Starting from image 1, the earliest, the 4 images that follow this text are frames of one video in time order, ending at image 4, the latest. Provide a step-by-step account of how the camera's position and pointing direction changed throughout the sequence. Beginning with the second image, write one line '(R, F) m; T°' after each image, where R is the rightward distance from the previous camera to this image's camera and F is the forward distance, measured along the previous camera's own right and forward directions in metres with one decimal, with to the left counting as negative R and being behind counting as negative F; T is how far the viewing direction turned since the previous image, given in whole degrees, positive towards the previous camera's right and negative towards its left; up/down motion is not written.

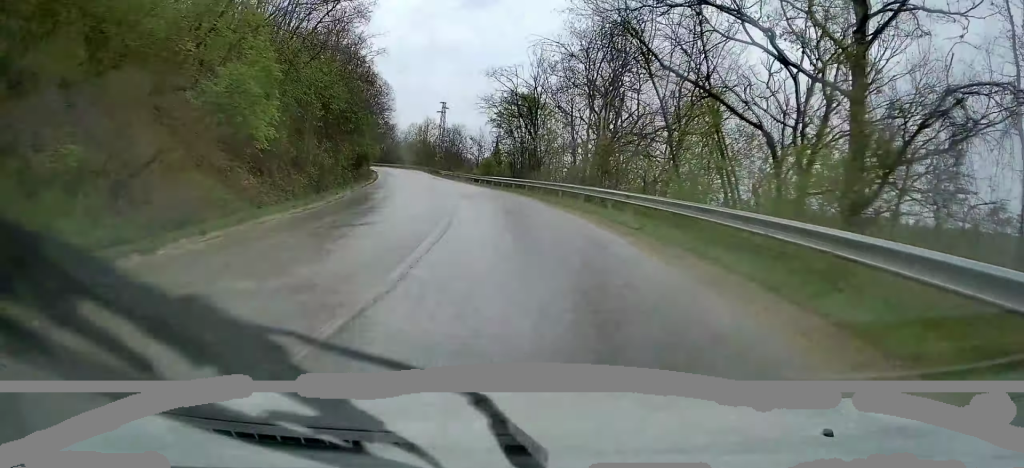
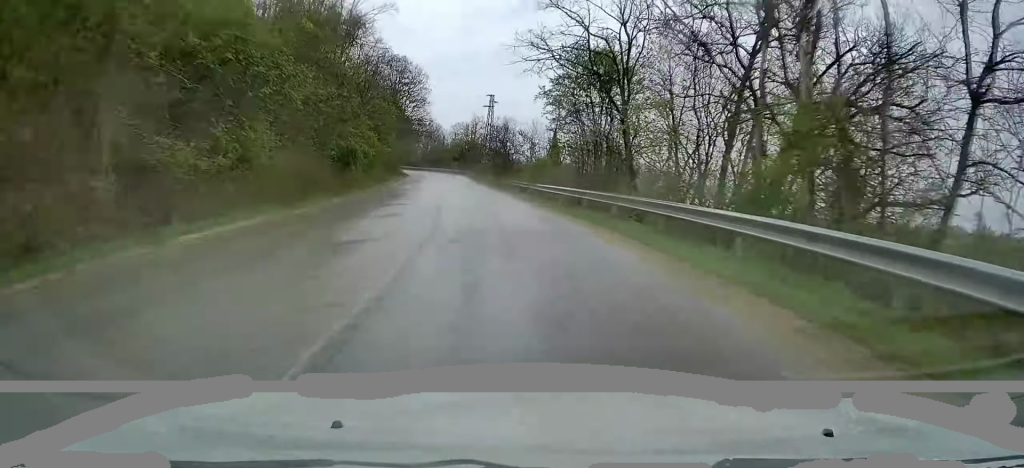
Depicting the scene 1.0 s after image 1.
(-0.7, +18.3) m; -3°
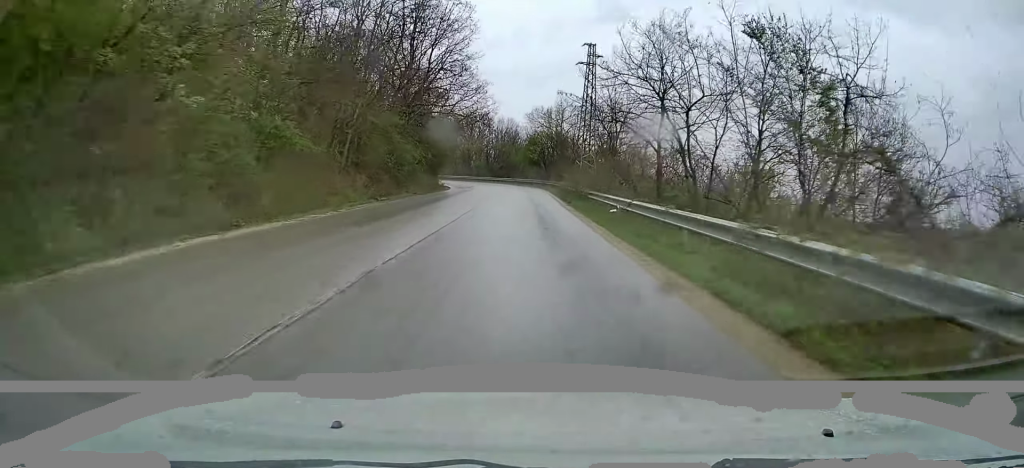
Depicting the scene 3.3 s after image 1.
(-3.4, +45.2) m; -8°
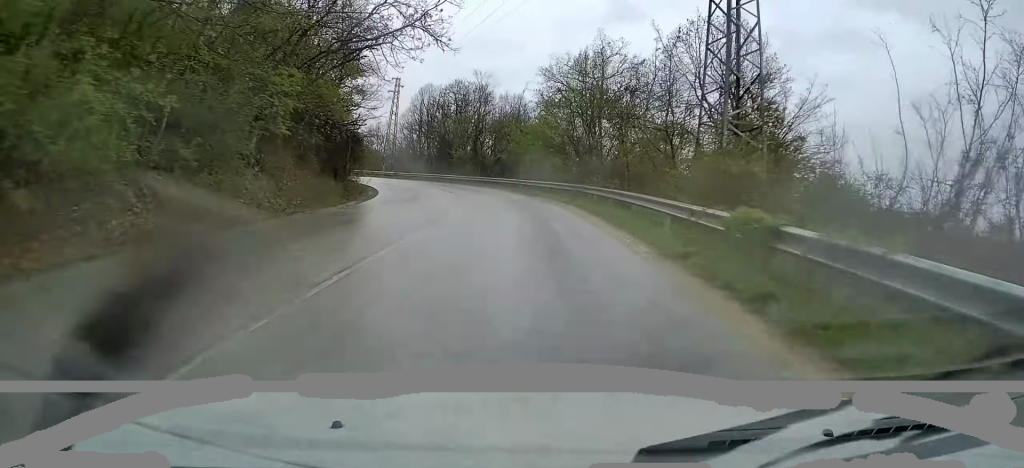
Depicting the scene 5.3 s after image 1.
(-0.8, +37.3) m; -2°
